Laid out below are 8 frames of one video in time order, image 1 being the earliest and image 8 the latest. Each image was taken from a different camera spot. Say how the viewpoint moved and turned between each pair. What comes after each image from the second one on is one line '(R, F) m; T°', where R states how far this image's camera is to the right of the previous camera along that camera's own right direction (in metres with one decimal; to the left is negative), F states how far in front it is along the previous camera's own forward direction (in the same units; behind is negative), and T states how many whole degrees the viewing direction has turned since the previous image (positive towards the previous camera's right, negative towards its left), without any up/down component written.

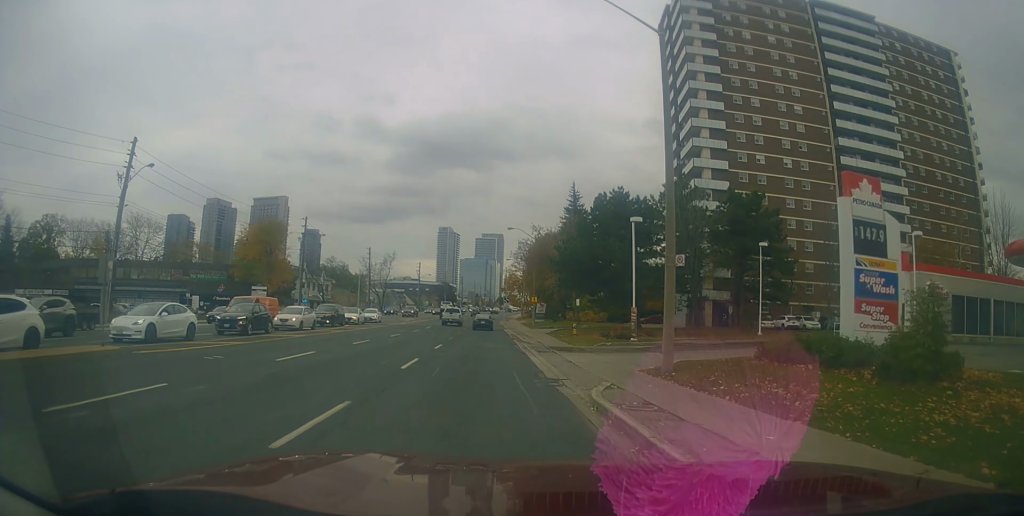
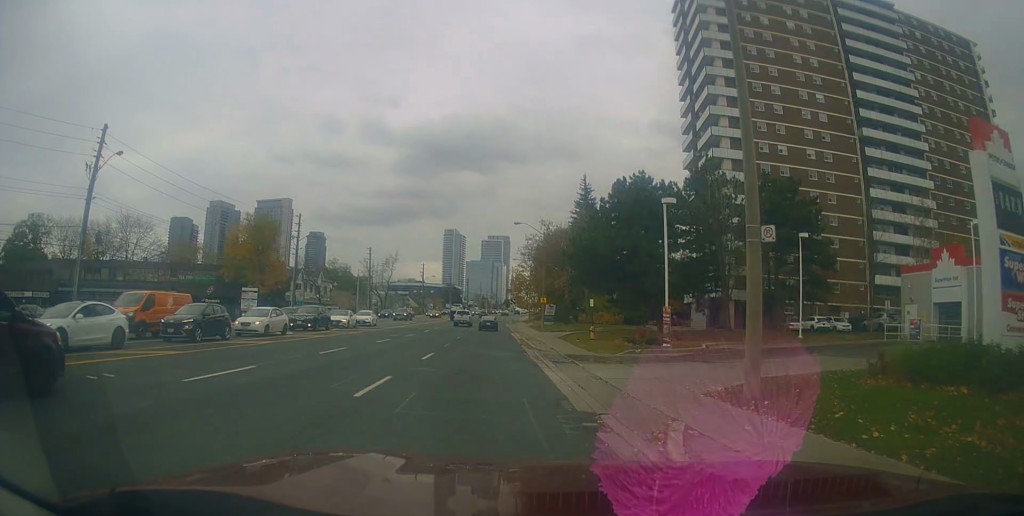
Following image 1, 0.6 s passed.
(-0.2, +5.8) m; -2°
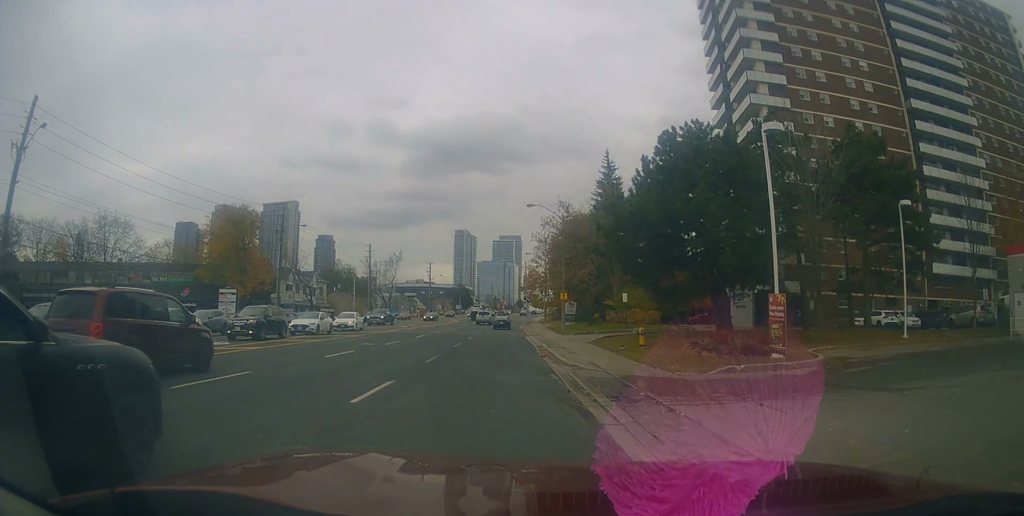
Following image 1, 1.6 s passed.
(-0.5, +10.7) m; -1°
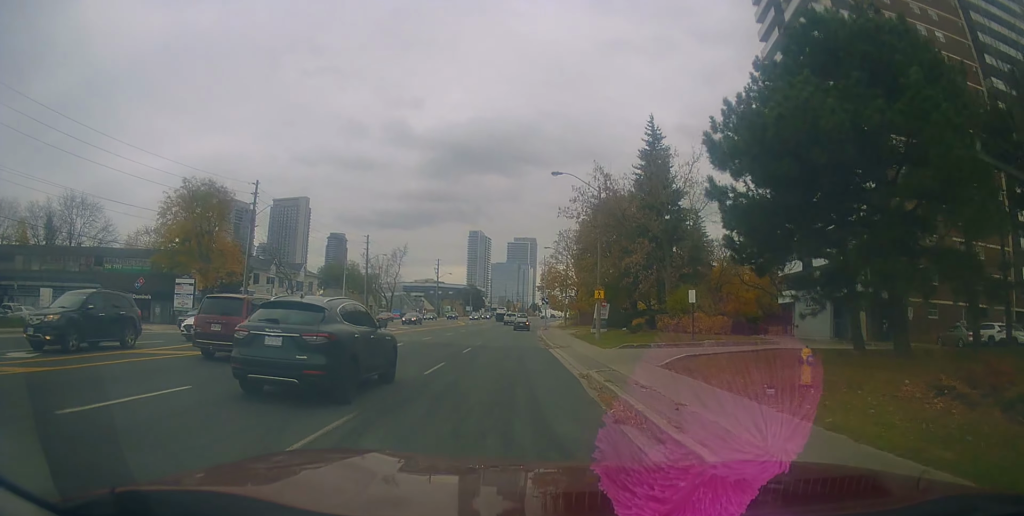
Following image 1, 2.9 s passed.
(+0.1, +13.8) m; 0°
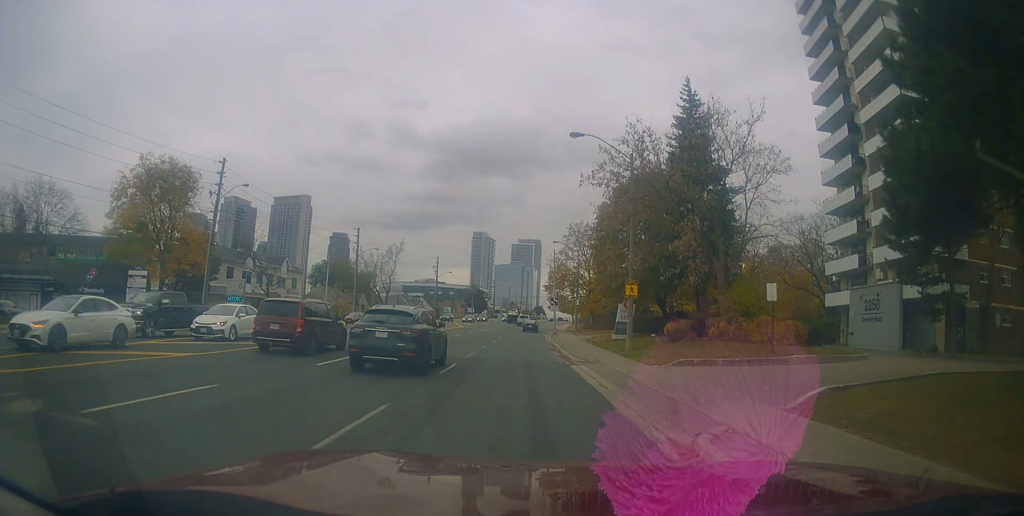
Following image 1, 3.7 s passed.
(0.0, +9.3) m; 0°
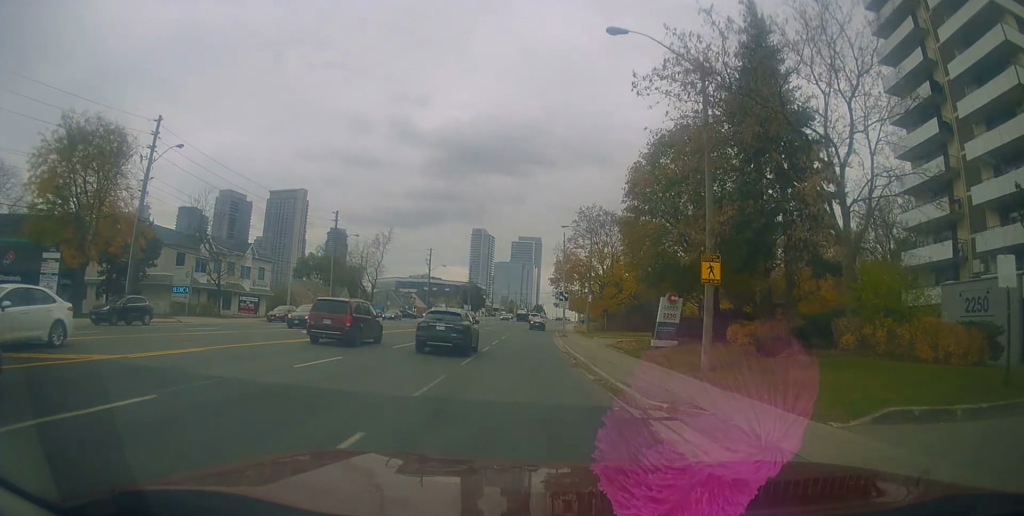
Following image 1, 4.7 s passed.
(+0.1, +12.0) m; +1°
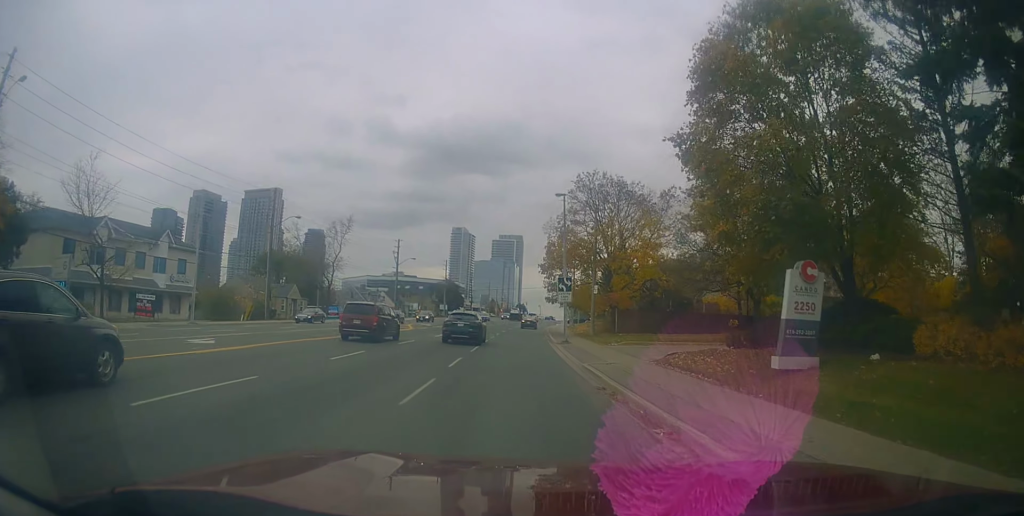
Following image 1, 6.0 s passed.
(0.0, +16.0) m; +1°
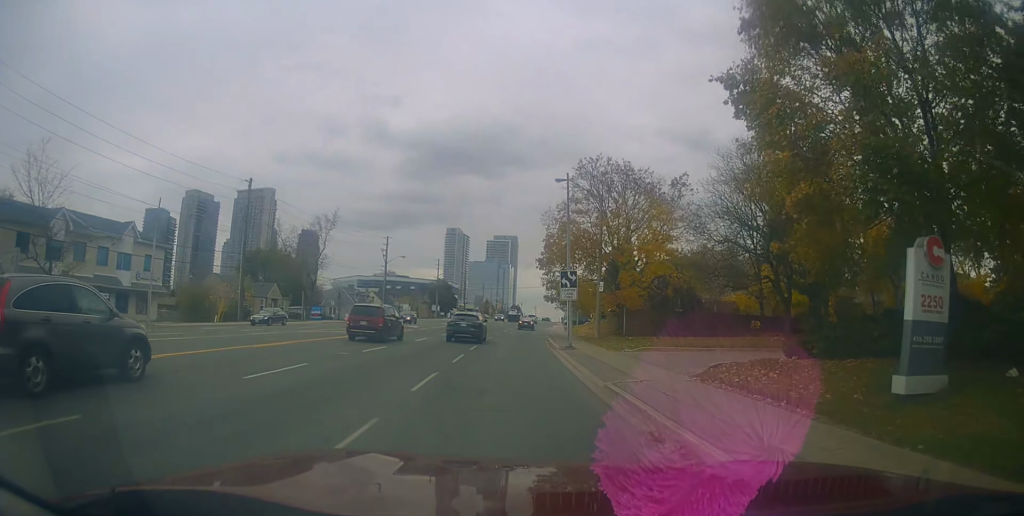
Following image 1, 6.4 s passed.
(0.0, +5.4) m; +1°
